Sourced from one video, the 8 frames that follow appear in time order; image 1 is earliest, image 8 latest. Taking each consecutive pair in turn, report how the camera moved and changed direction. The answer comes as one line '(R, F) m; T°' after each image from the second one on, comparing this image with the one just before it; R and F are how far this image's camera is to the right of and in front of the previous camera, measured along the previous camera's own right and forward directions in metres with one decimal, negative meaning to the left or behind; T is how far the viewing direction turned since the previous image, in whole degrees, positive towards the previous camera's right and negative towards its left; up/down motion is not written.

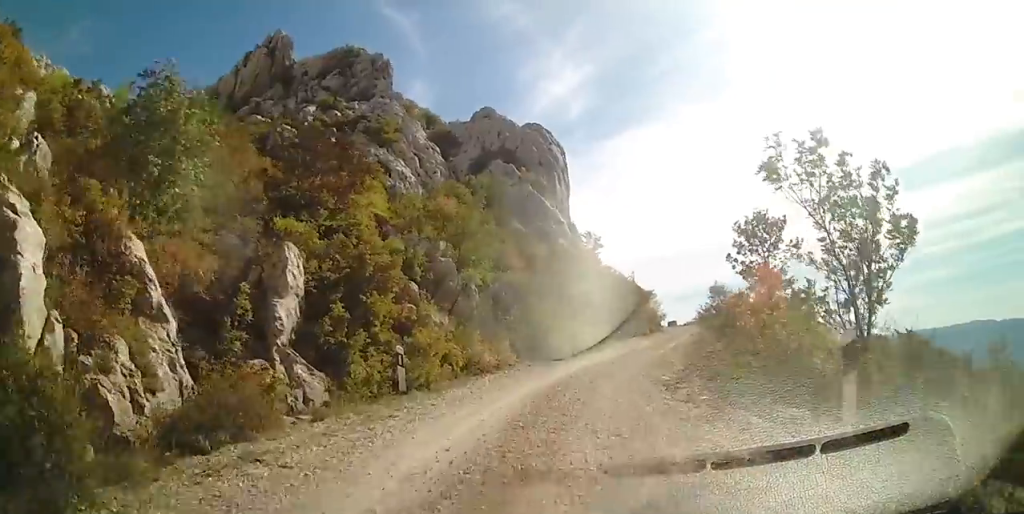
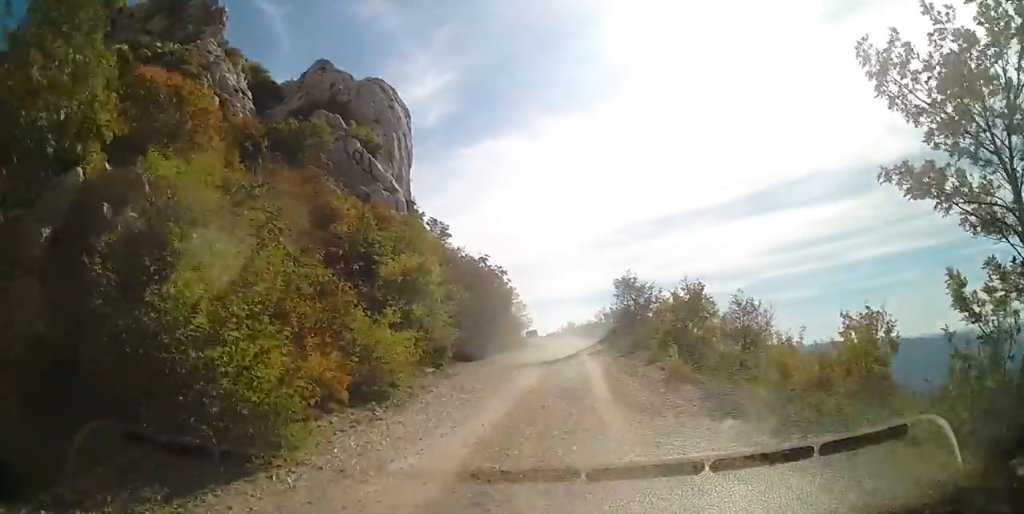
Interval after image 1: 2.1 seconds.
(+0.9, +15.3) m; +8°
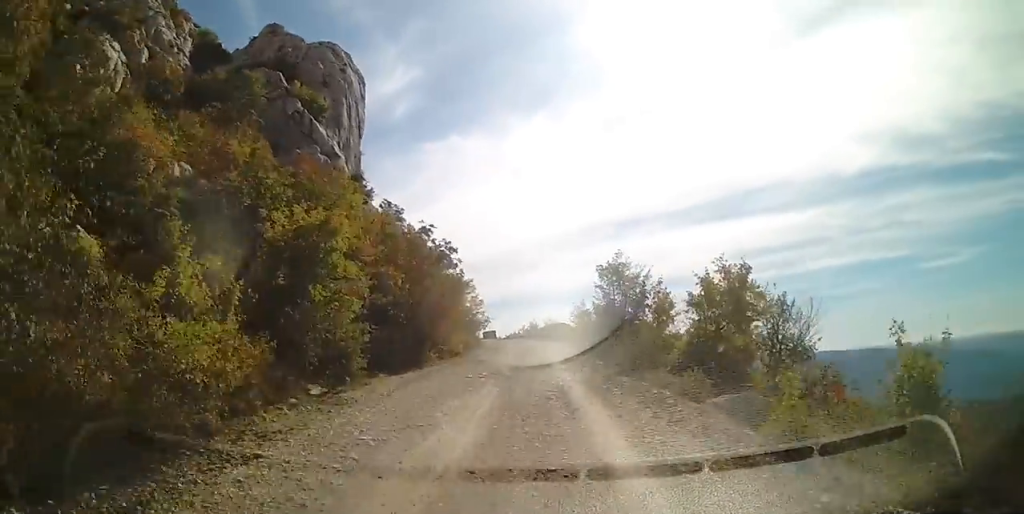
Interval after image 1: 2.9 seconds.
(+0.3, +6.5) m; +6°
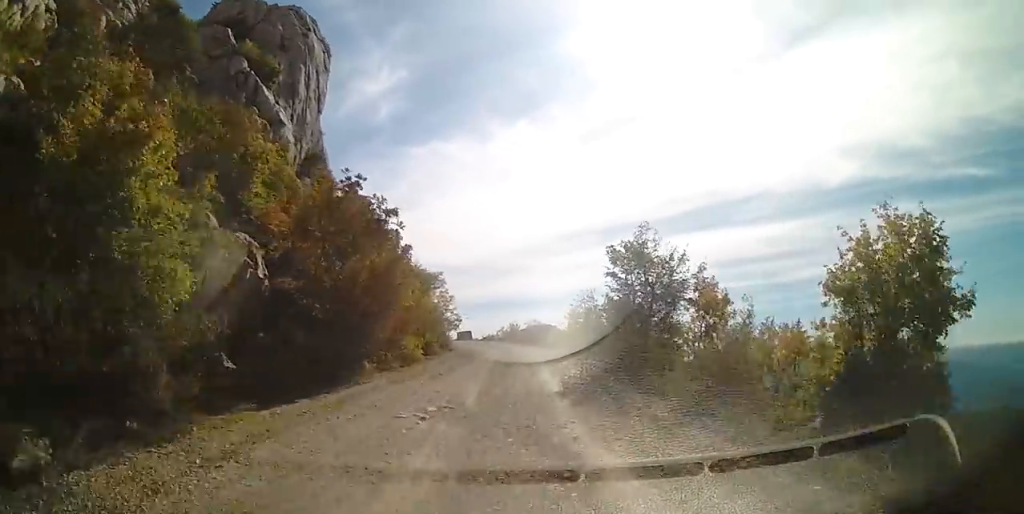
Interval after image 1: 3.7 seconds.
(+0.4, +6.5) m; +4°
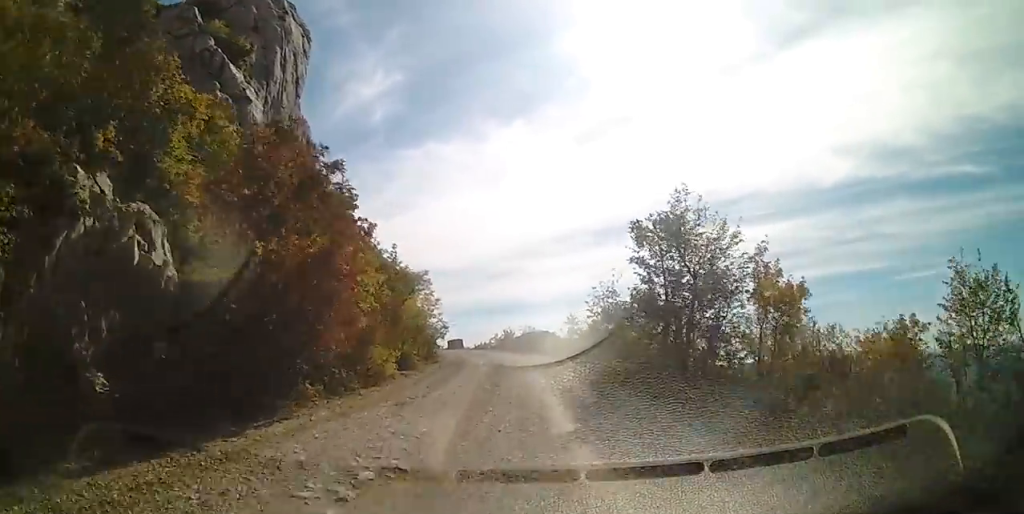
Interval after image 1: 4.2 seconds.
(+0.3, +3.7) m; +1°
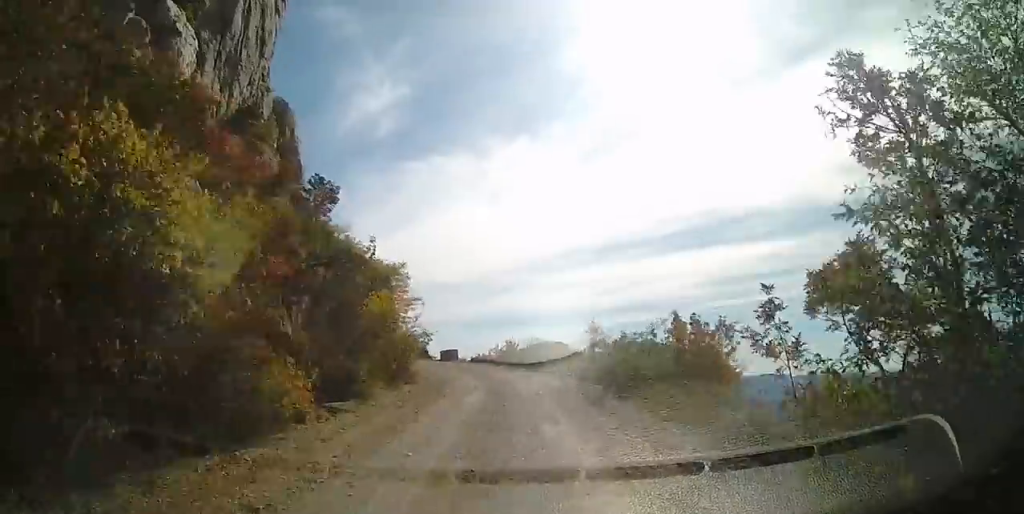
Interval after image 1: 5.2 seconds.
(-0.3, +7.4) m; -3°
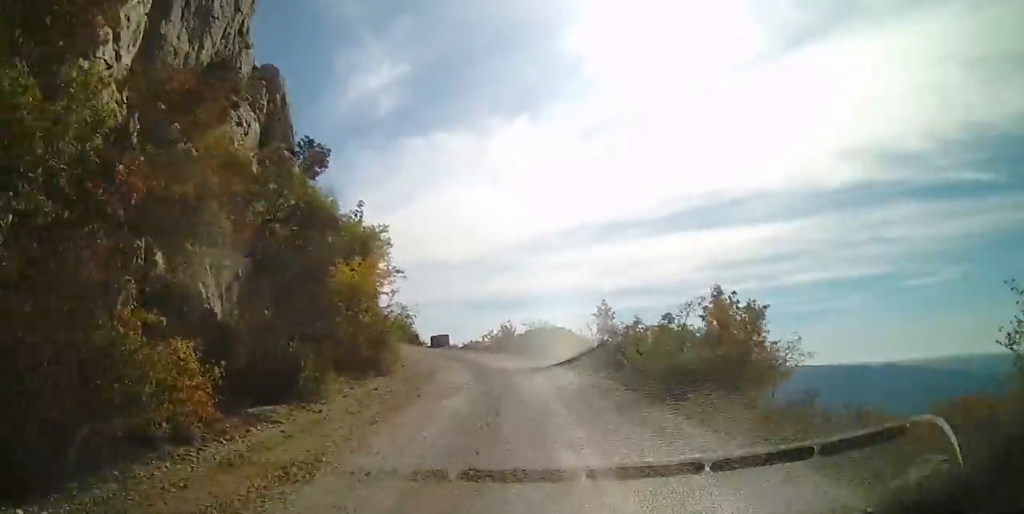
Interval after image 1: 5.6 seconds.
(0.0, +3.3) m; 0°
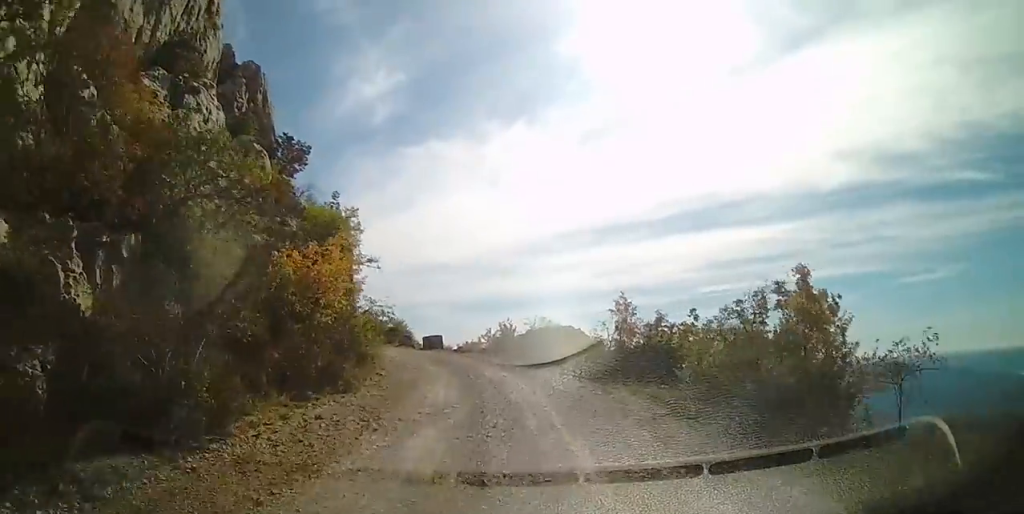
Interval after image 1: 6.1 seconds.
(0.0, +3.6) m; 0°
